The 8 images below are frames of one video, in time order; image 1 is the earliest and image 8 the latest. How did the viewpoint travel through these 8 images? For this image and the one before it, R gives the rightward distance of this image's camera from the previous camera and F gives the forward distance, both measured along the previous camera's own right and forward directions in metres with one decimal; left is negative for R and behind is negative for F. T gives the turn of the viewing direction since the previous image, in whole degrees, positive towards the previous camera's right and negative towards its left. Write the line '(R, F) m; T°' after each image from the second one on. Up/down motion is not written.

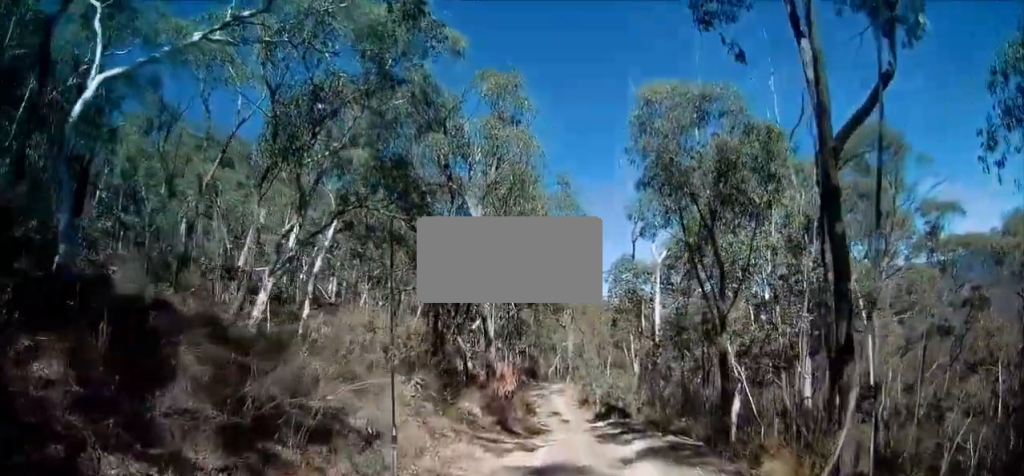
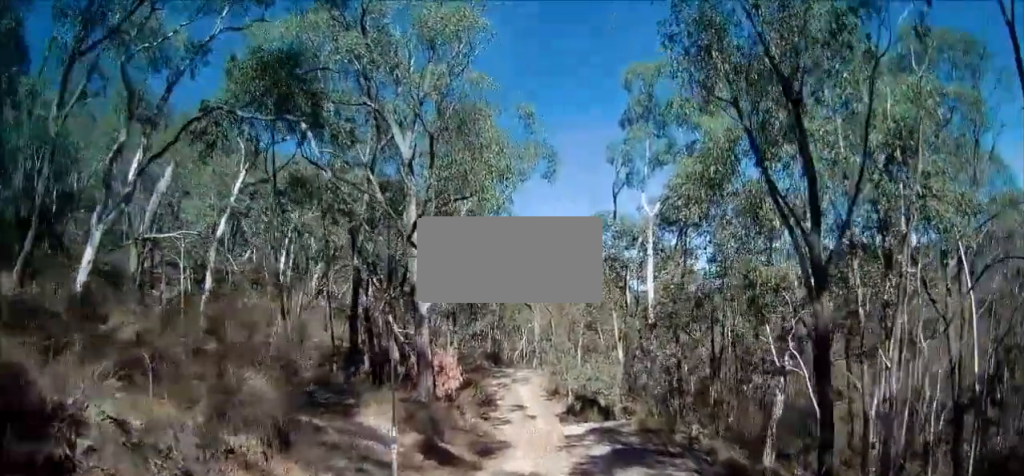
(+0.7, +5.7) m; +12°
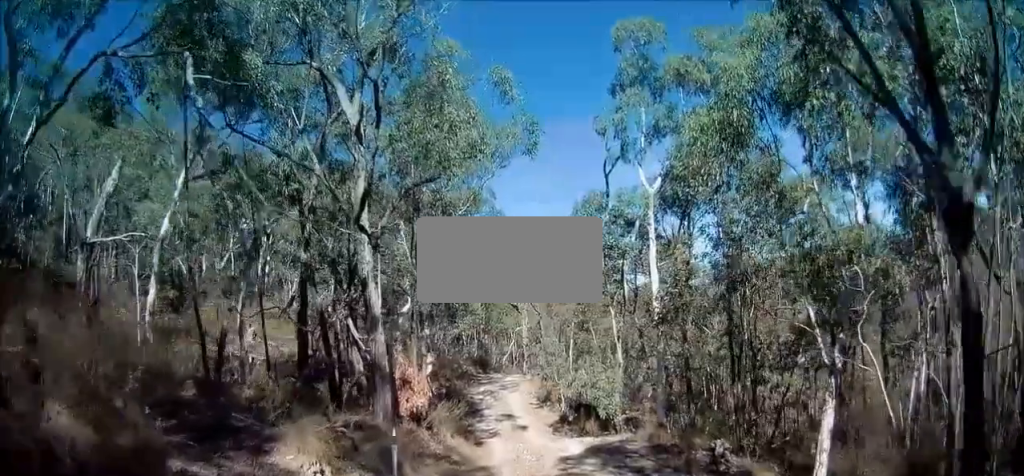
(+0.1, +3.1) m; +2°
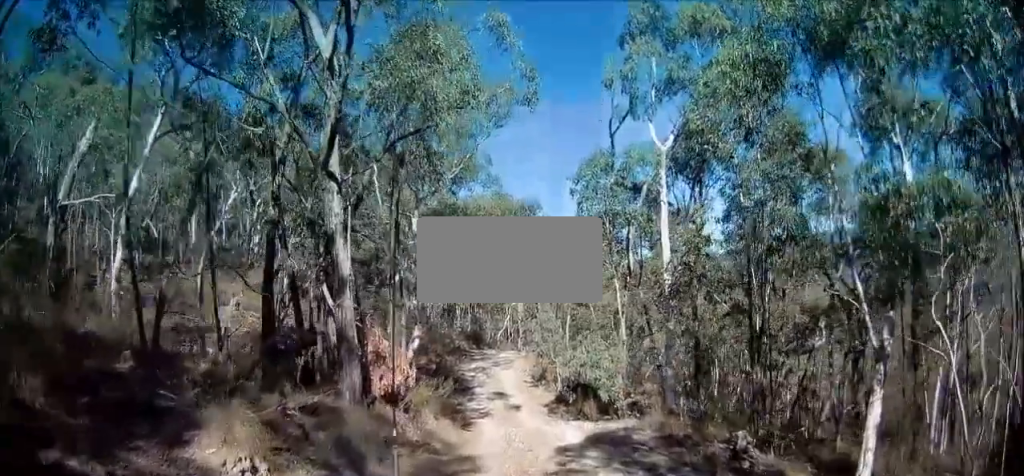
(0.0, +1.9) m; 0°
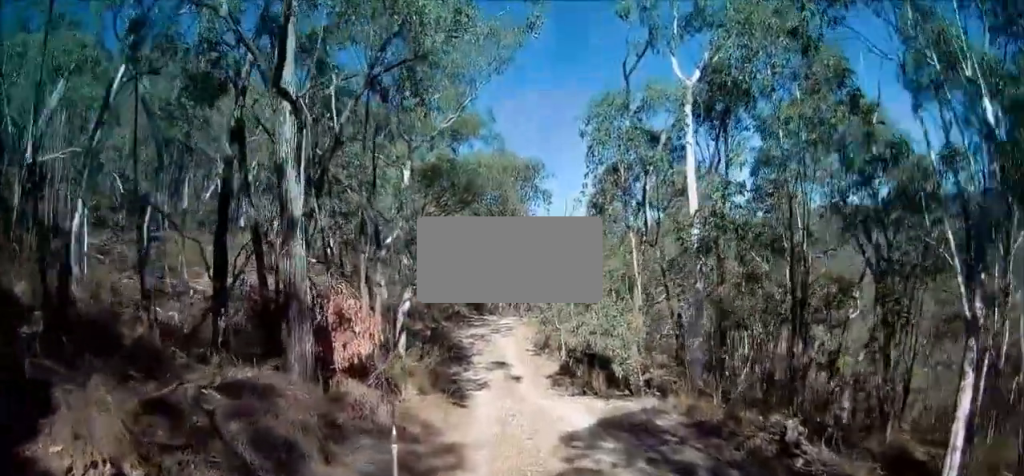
(0.0, +2.3) m; -6°
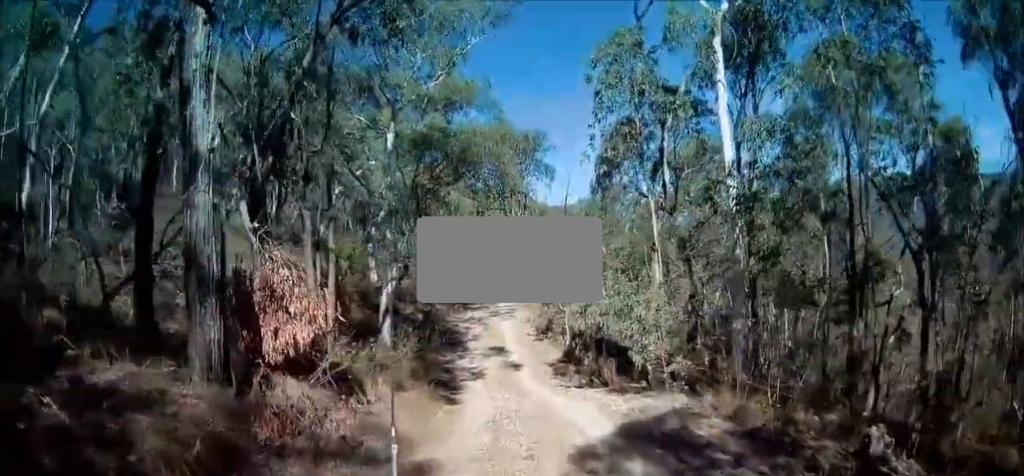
(-0.1, +2.3) m; -4°
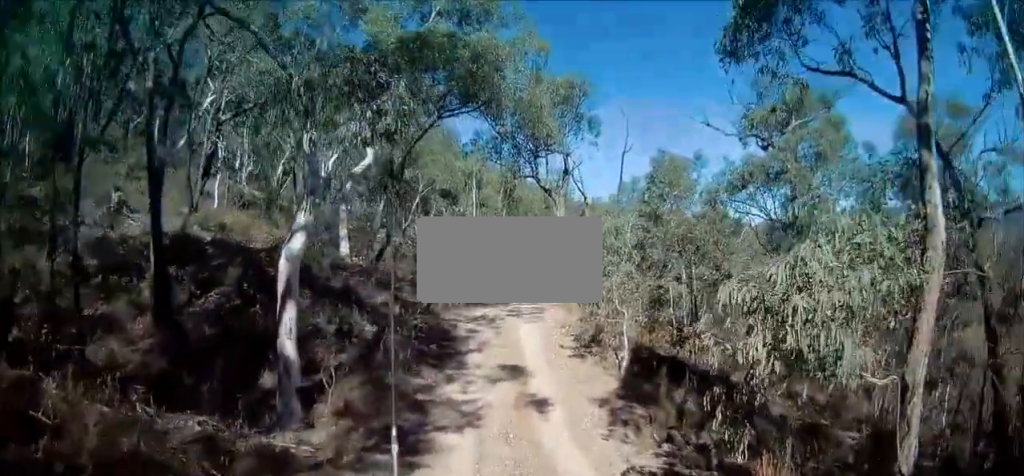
(-0.5, +8.5) m; -2°
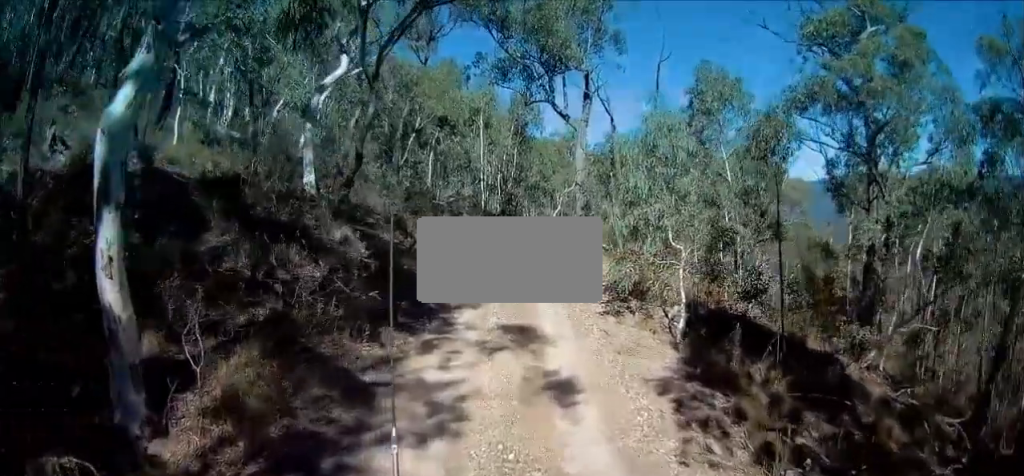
(+0.3, +4.1) m; -7°
